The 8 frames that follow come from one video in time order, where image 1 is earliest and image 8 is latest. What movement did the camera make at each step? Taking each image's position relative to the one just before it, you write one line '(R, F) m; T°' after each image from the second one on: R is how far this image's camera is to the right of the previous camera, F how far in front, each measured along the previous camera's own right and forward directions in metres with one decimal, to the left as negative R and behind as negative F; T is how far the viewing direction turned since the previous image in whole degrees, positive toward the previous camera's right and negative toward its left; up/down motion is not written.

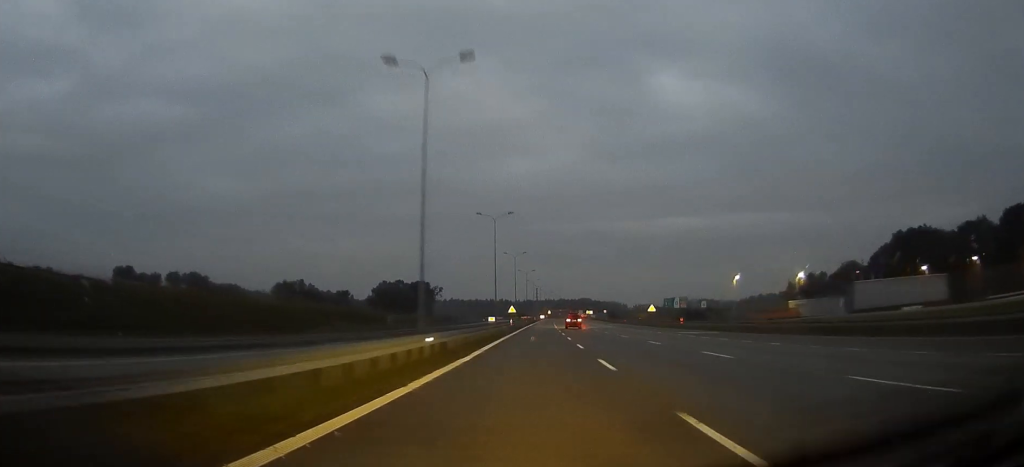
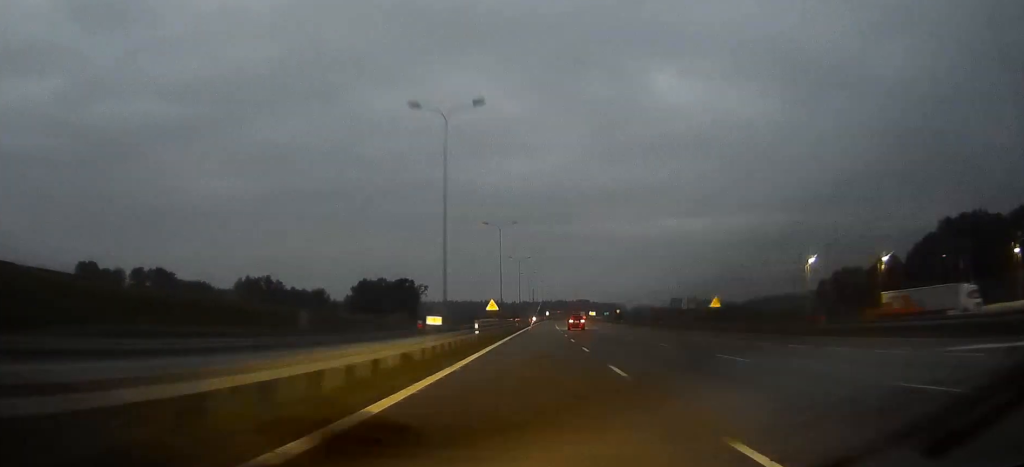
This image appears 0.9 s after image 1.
(+0.1, +38.1) m; 0°
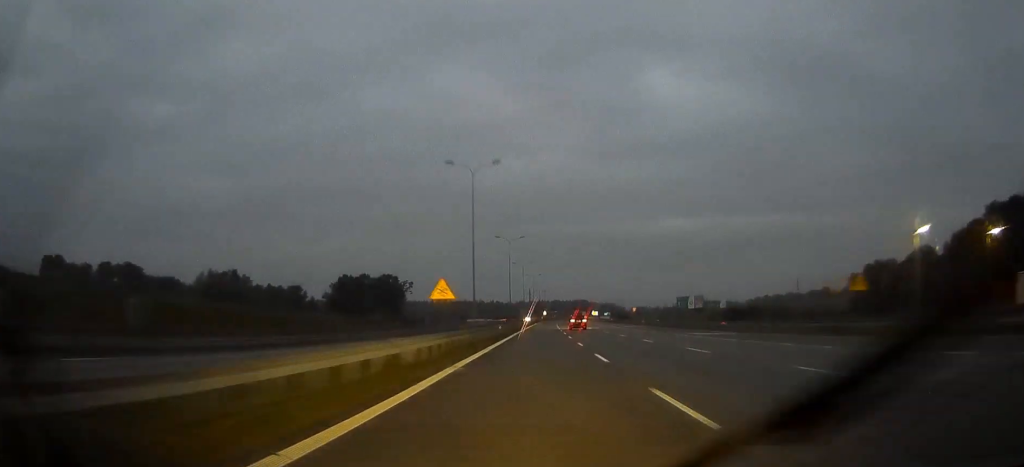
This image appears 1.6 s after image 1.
(0.0, +30.9) m; 0°
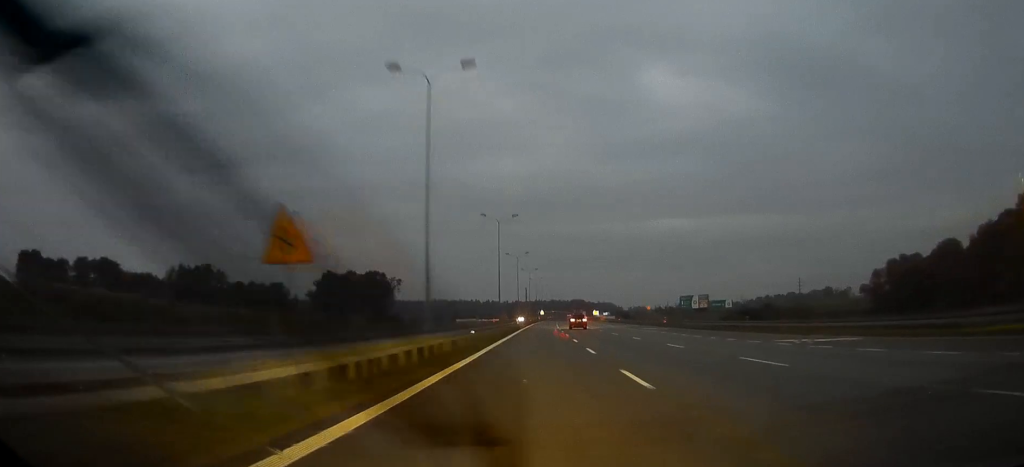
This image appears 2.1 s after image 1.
(0.0, +19.6) m; 0°
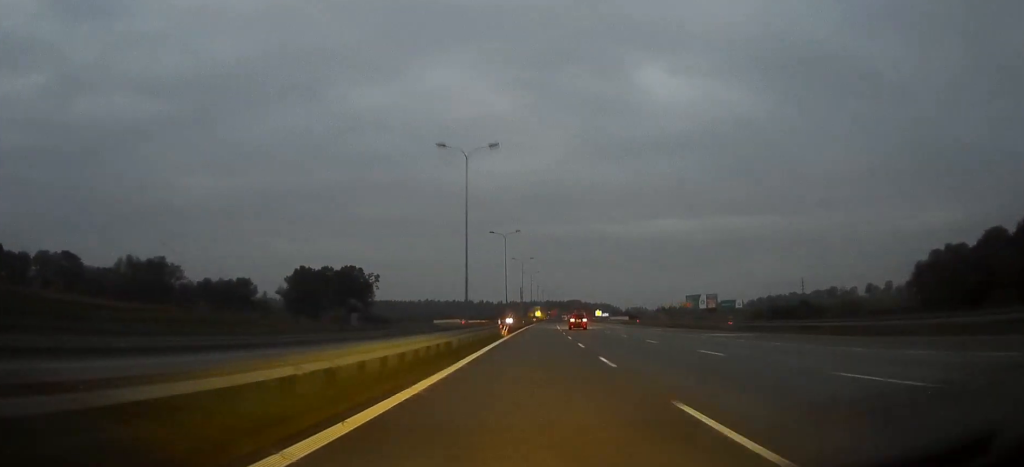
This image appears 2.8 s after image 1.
(+0.1, +30.6) m; 0°
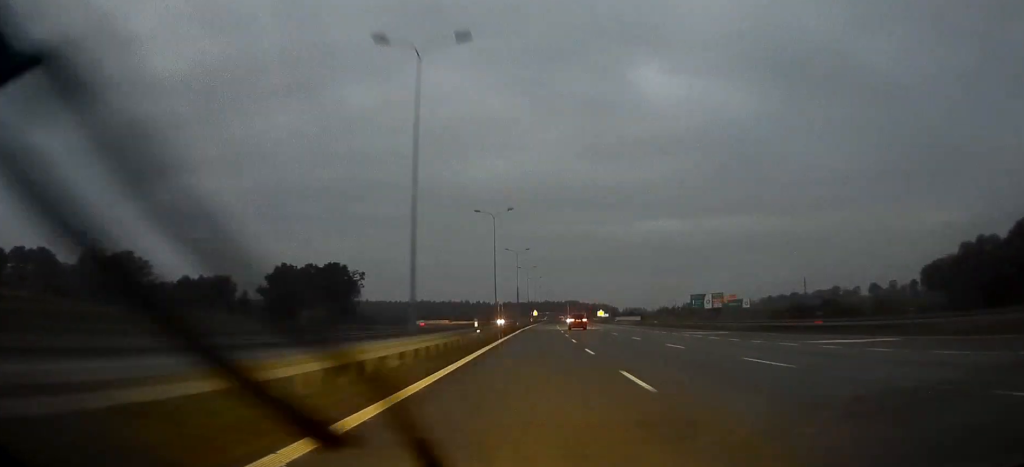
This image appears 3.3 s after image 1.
(0.0, +18.1) m; 0°
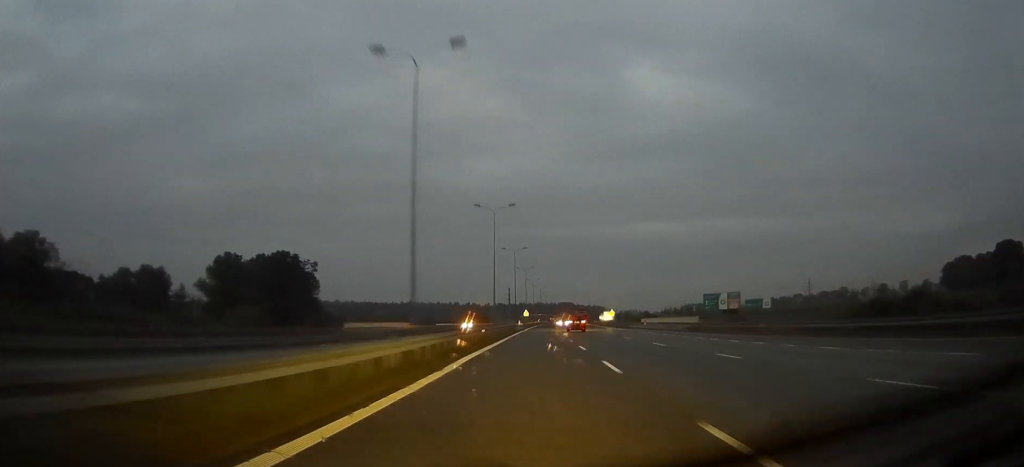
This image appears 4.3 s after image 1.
(+0.3, +44.1) m; +1°
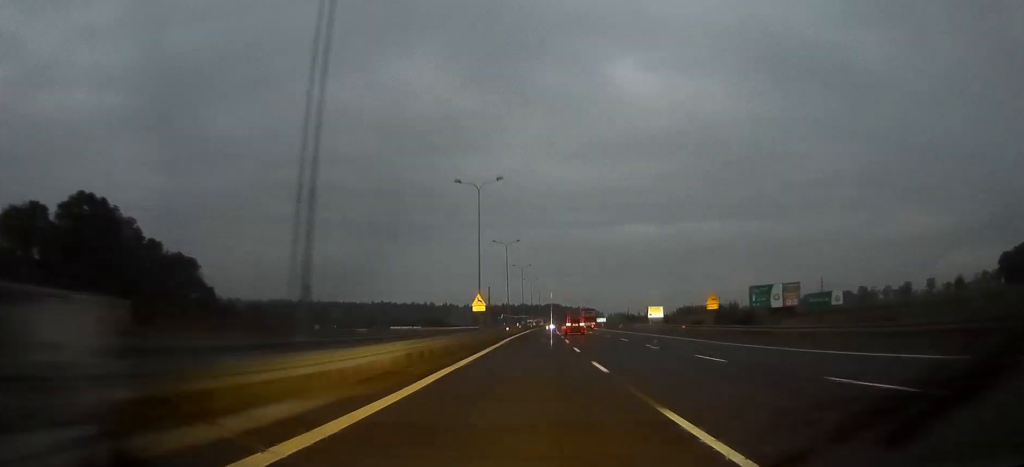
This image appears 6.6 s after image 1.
(+0.6, +92.6) m; +1°
